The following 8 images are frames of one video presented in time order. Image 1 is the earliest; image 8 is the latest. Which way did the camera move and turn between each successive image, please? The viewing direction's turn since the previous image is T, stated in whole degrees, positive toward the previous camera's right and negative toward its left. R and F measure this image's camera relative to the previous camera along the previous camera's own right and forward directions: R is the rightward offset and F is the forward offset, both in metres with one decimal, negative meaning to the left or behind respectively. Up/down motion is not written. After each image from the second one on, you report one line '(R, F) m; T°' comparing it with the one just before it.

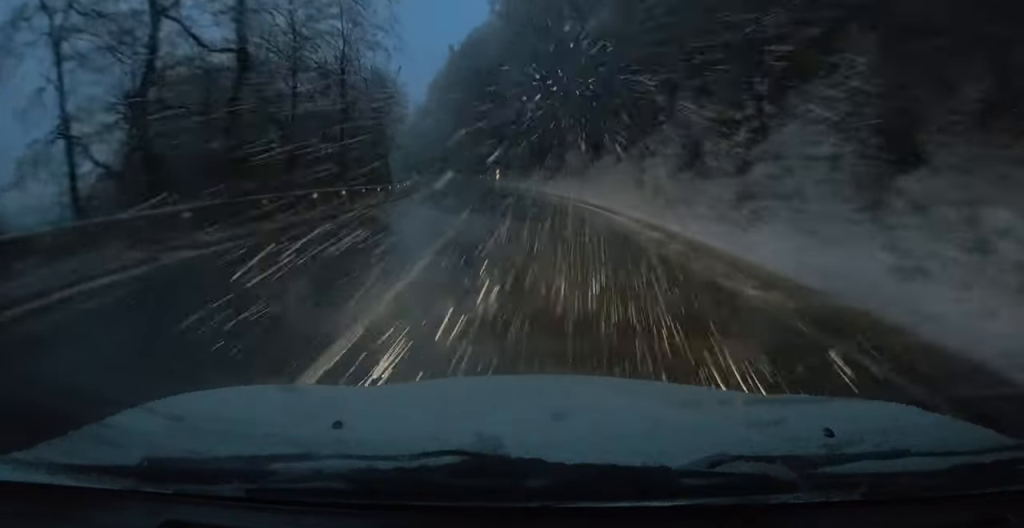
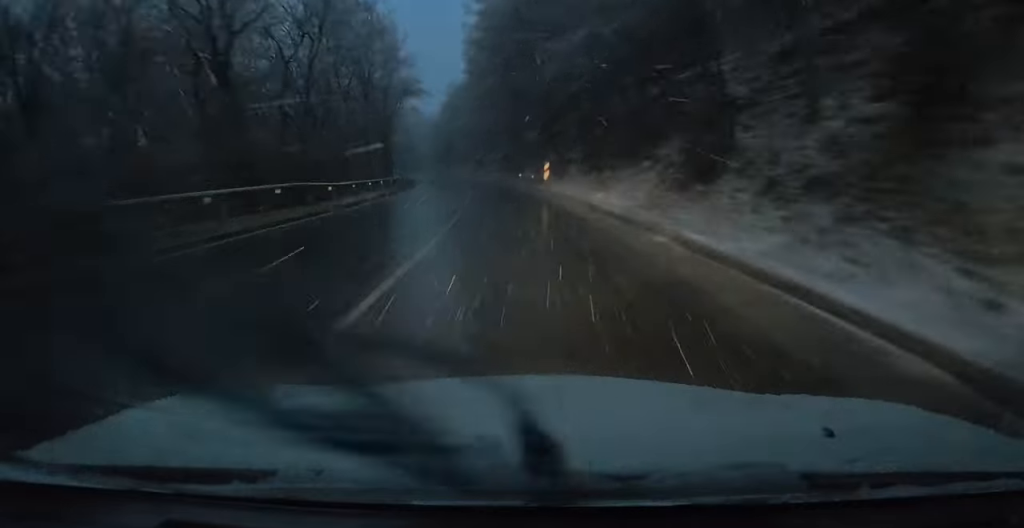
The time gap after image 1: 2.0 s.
(-0.5, +31.7) m; -2°
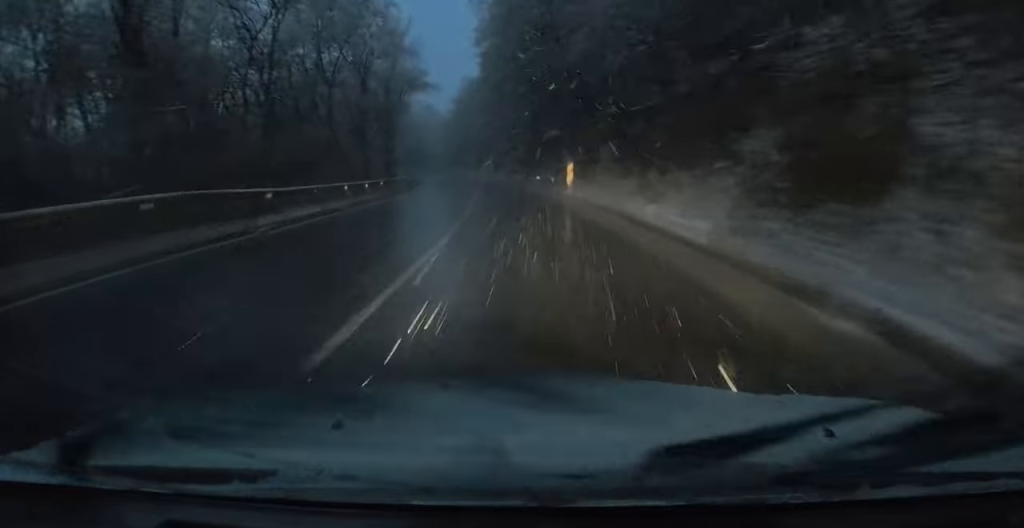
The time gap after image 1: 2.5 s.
(0.0, +7.2) m; -1°
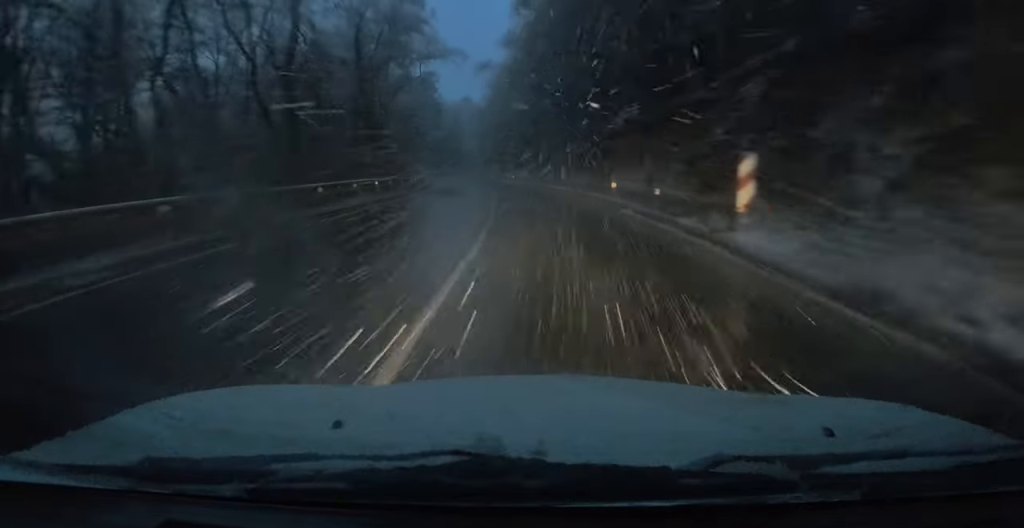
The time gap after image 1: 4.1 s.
(-0.4, +23.5) m; -2°
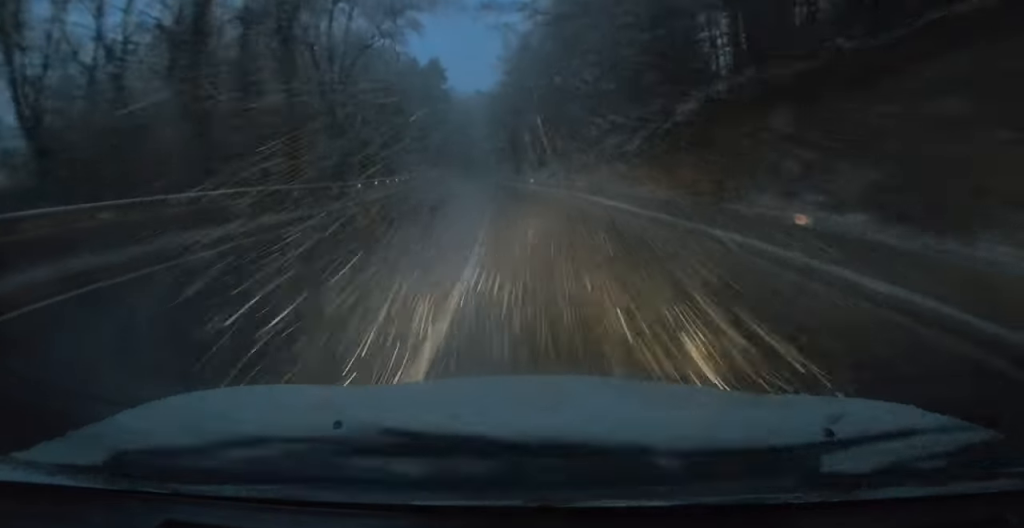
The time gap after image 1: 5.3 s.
(-0.3, +18.5) m; -3°
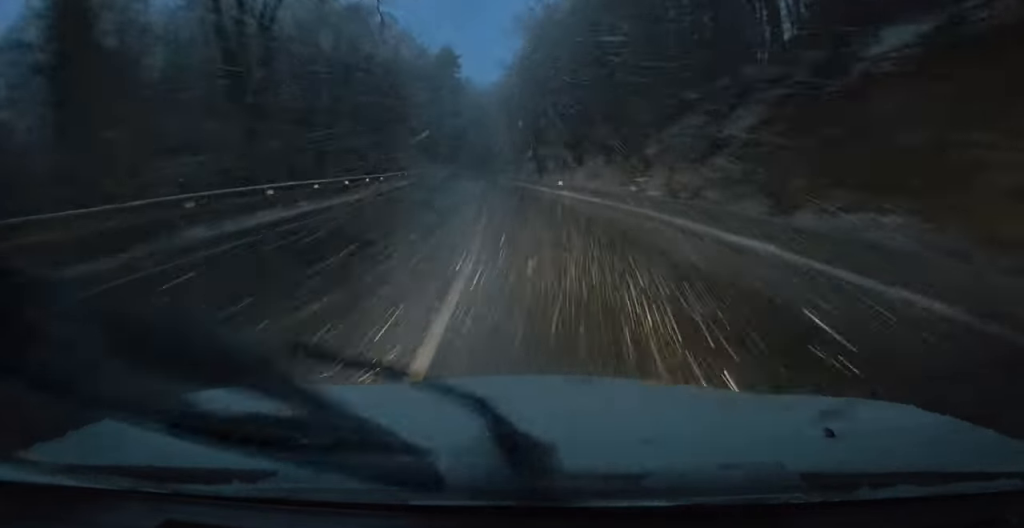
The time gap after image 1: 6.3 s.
(-0.4, +13.8) m; -3°
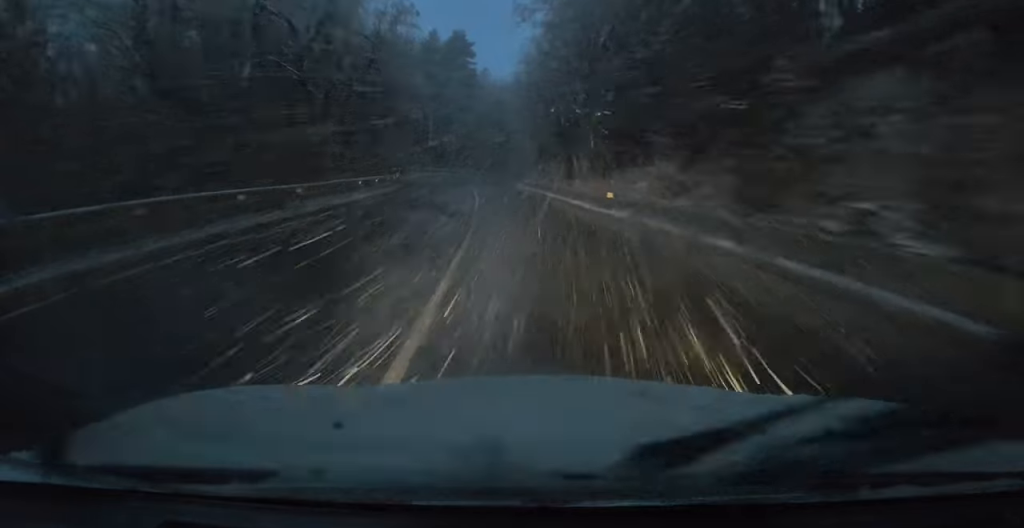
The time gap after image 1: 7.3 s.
(-0.3, +13.6) m; -2°
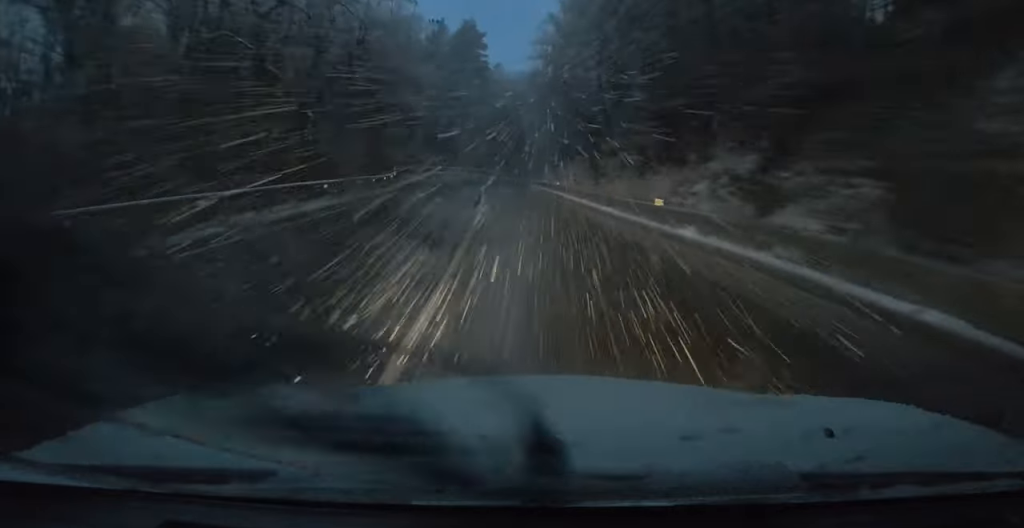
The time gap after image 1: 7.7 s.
(0.0, +6.1) m; -1°
